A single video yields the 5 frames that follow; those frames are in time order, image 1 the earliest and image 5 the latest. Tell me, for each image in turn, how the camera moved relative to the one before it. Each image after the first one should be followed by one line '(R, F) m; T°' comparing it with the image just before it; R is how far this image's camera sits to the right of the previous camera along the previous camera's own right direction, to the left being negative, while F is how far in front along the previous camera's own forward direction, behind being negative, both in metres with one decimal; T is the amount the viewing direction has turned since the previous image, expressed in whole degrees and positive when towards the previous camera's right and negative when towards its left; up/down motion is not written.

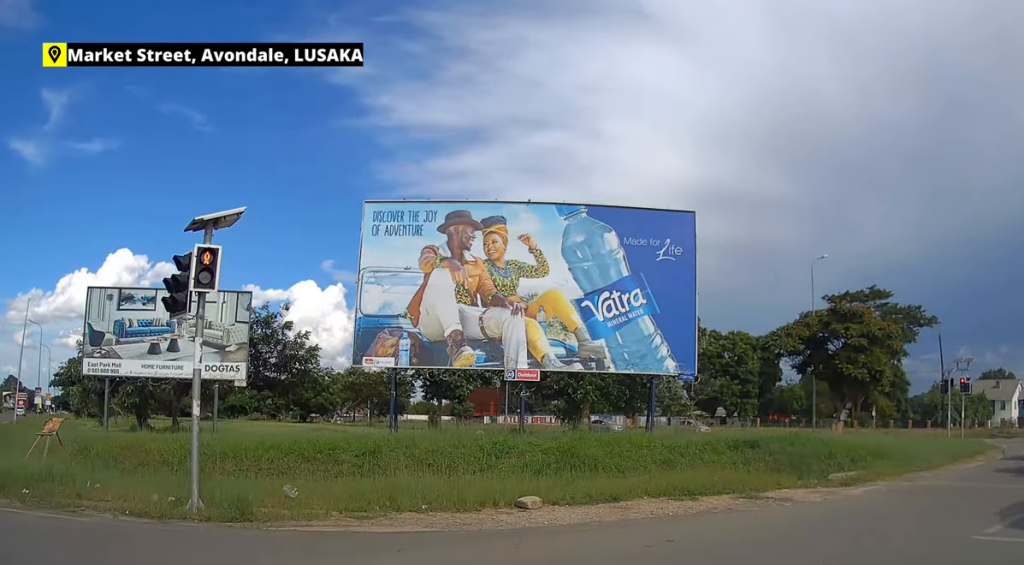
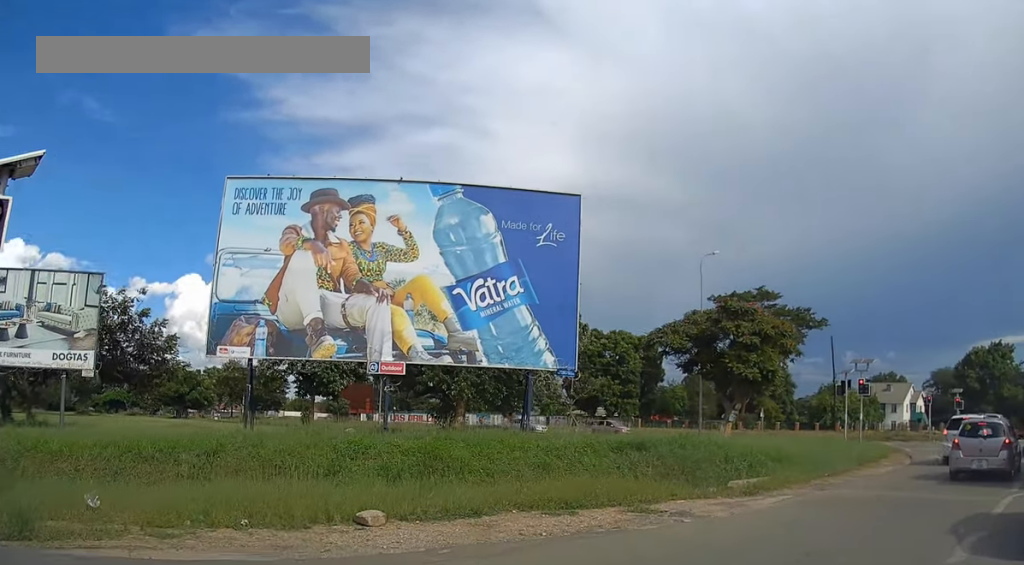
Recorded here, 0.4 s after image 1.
(+0.3, +2.0) m; +9°
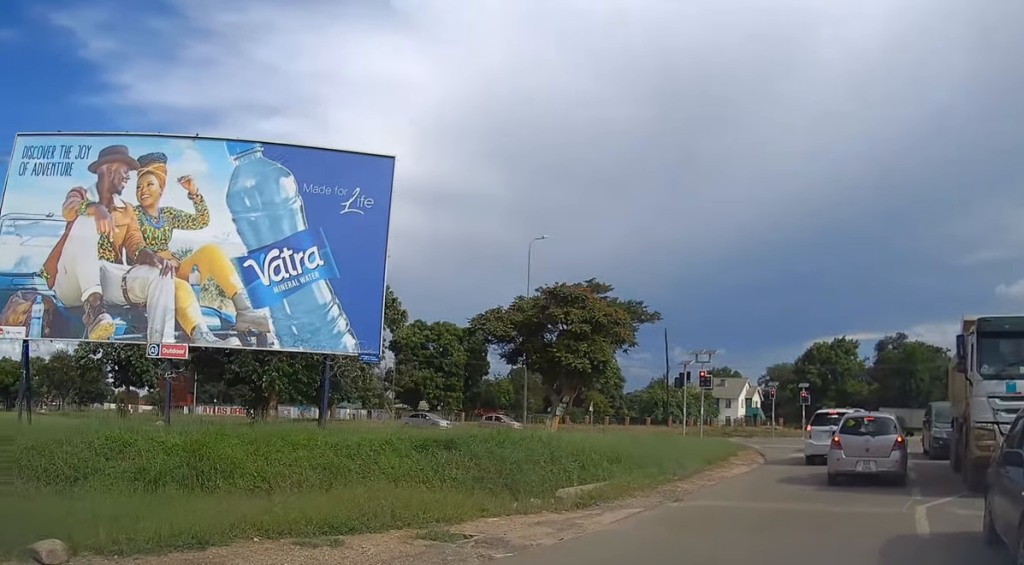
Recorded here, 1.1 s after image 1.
(+0.2, +2.9) m; +12°
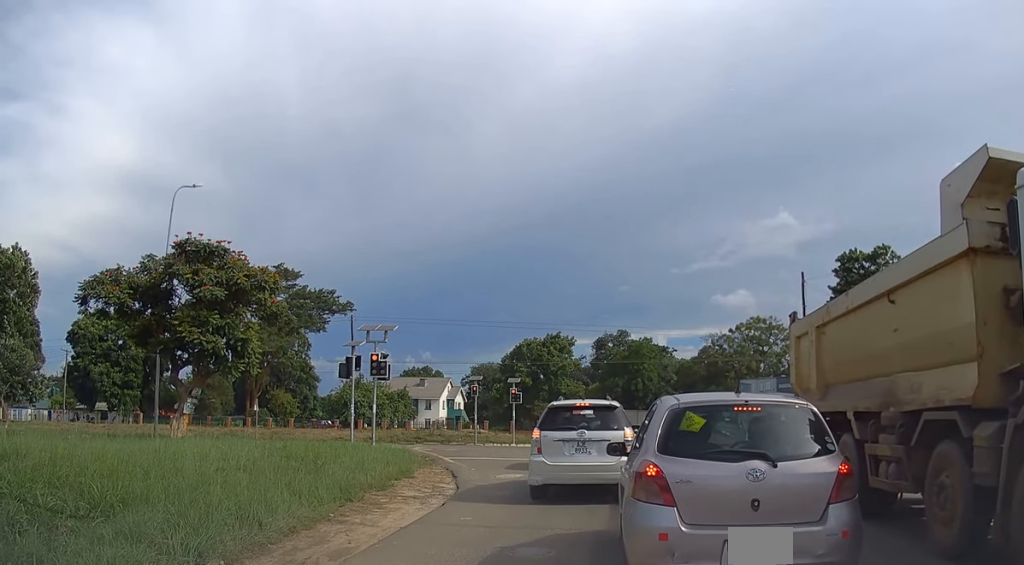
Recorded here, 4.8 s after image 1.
(+3.3, +10.7) m; +28°
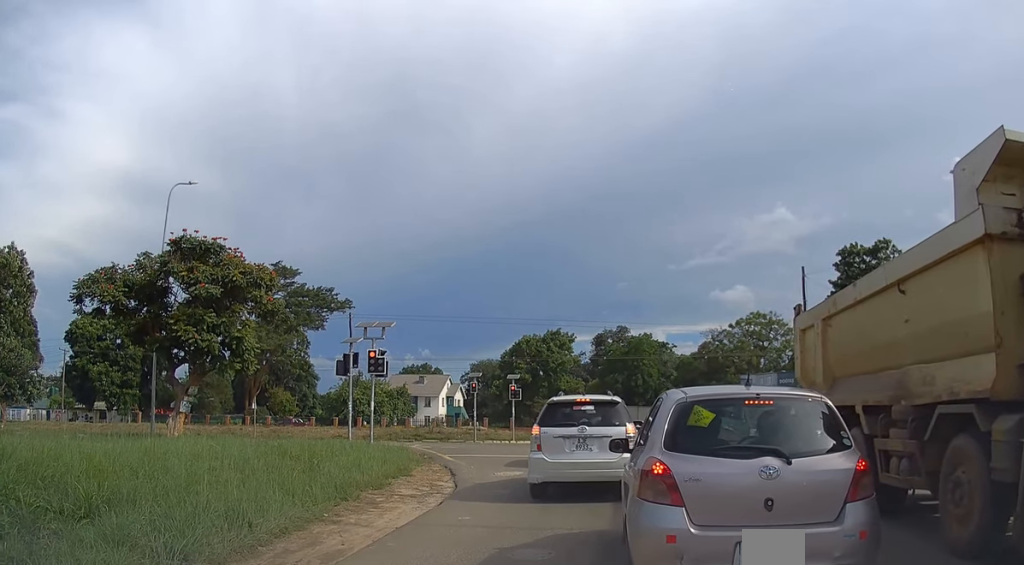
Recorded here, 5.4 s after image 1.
(-0.1, +0.2) m; 0°
